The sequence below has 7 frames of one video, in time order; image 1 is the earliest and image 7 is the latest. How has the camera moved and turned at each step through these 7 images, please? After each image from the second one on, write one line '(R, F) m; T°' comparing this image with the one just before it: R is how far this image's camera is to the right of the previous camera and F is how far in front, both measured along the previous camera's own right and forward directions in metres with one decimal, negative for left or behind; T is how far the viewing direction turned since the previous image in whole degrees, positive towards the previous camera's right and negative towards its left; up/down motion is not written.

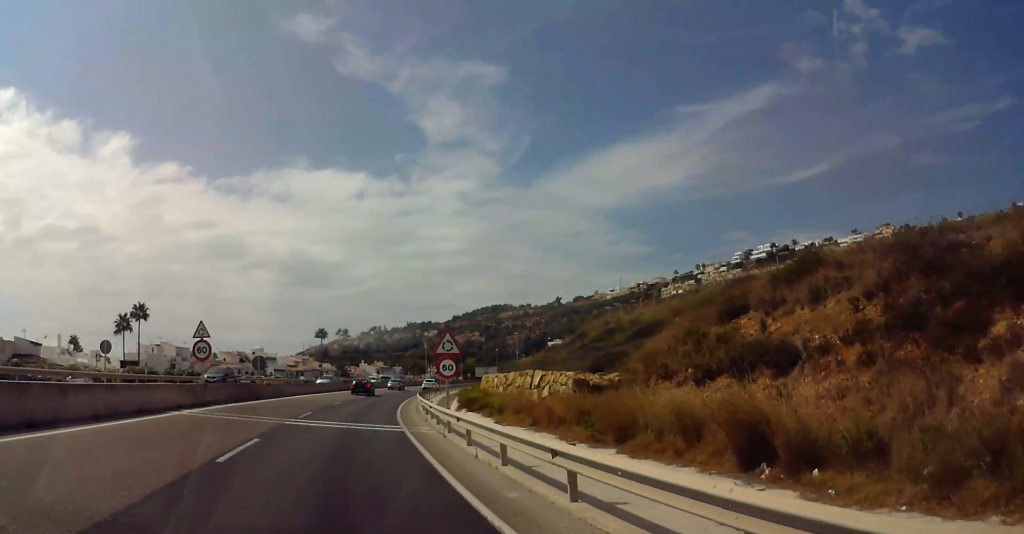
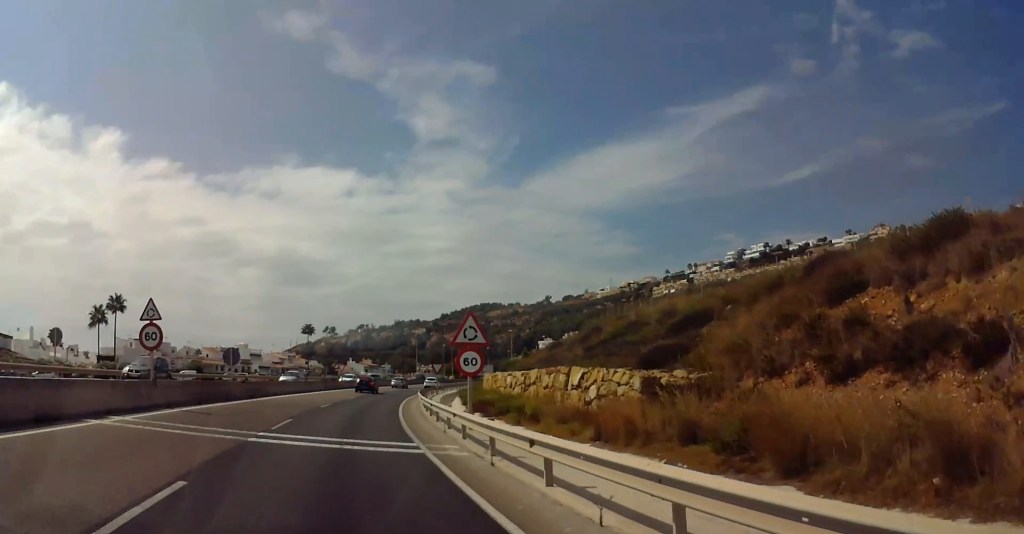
(+0.2, +7.4) m; +1°
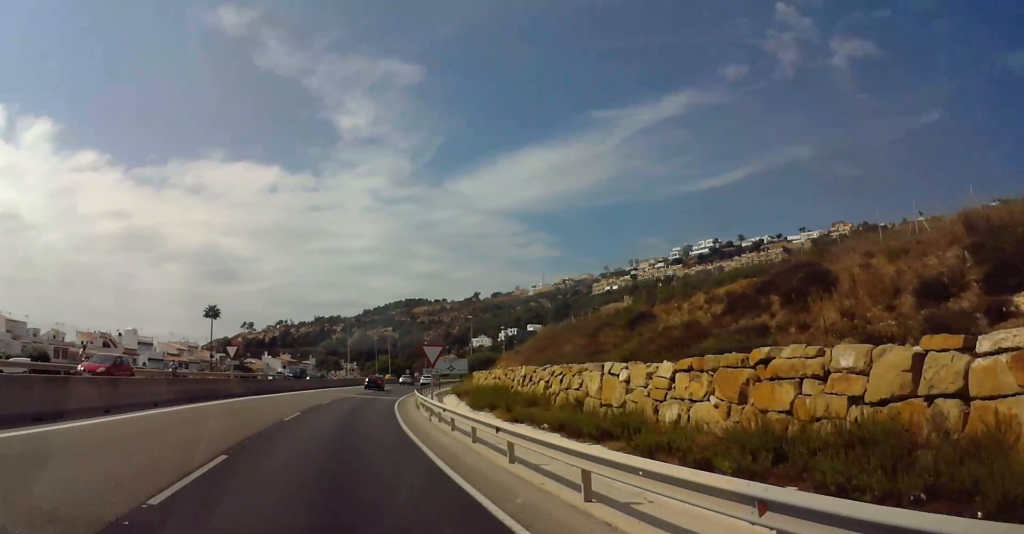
(+0.5, +36.9) m; +1°
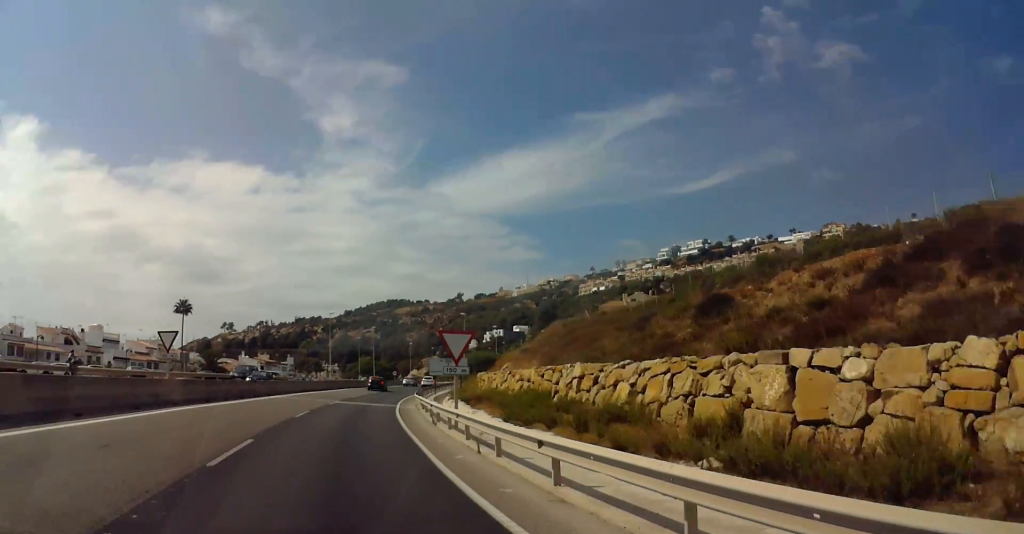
(0.0, +10.2) m; +1°
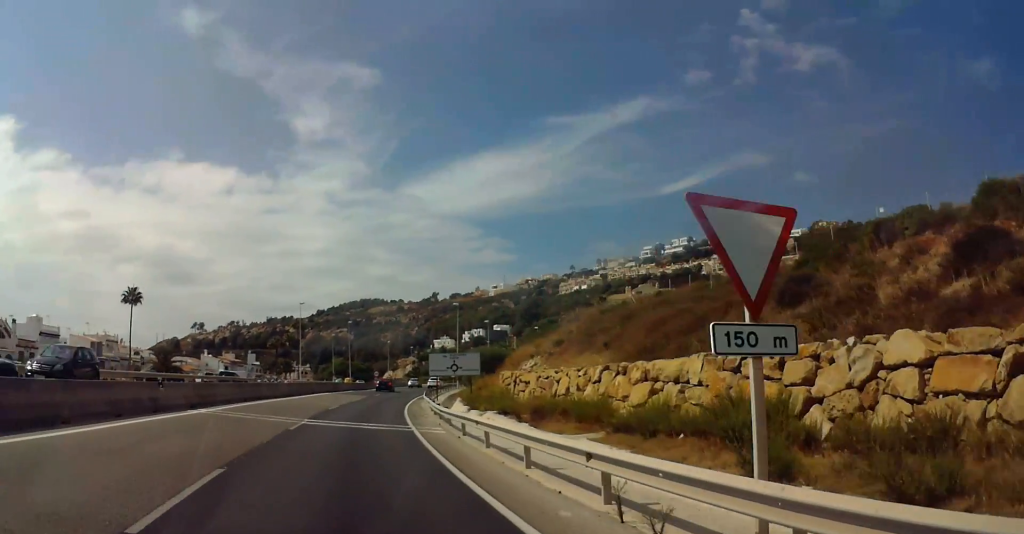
(+0.6, +17.9) m; +7°
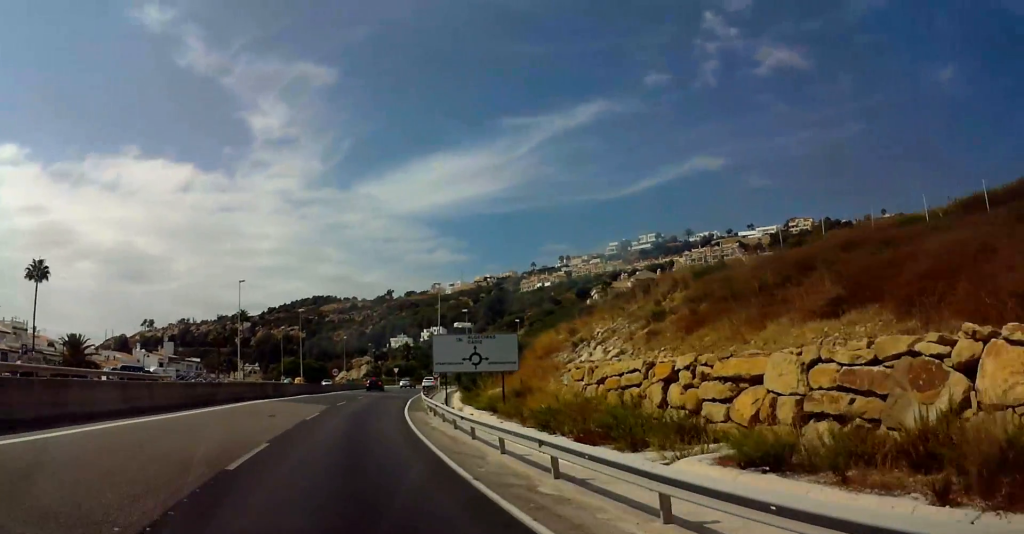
(+1.6, +21.8) m; +4°
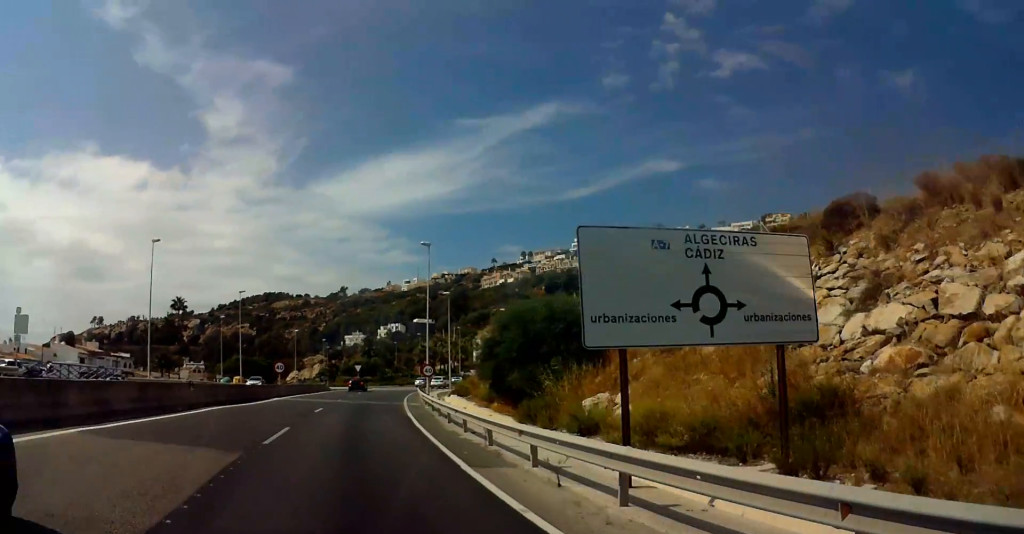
(0.0, +23.7) m; +1°
